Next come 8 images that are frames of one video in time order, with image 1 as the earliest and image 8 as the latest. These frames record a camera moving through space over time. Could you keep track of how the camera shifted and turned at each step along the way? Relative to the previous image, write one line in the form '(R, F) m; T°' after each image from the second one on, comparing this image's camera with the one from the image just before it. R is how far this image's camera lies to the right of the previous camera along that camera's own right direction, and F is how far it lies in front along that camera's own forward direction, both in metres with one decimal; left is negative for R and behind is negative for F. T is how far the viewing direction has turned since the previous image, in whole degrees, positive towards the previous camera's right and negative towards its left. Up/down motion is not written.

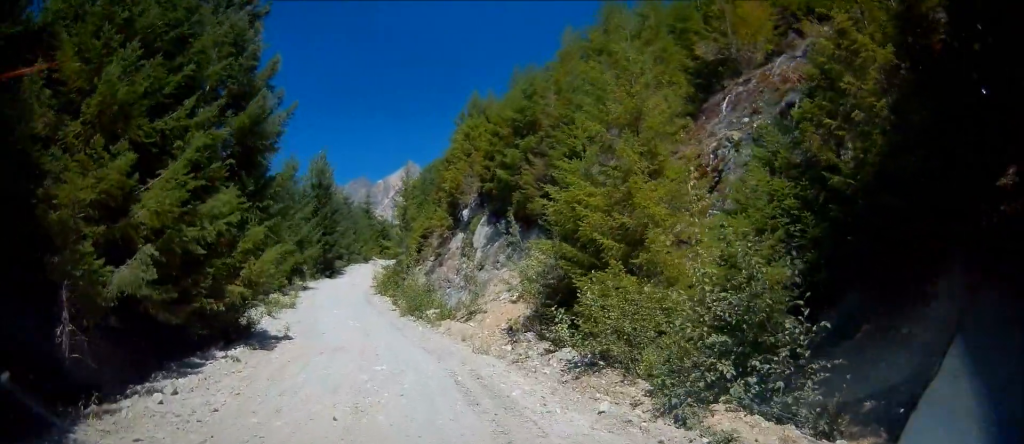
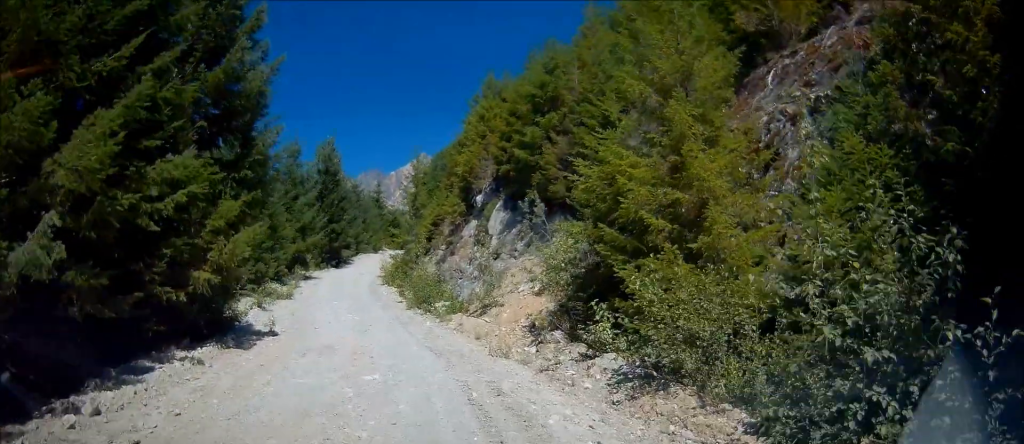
(+0.1, +2.6) m; +4°
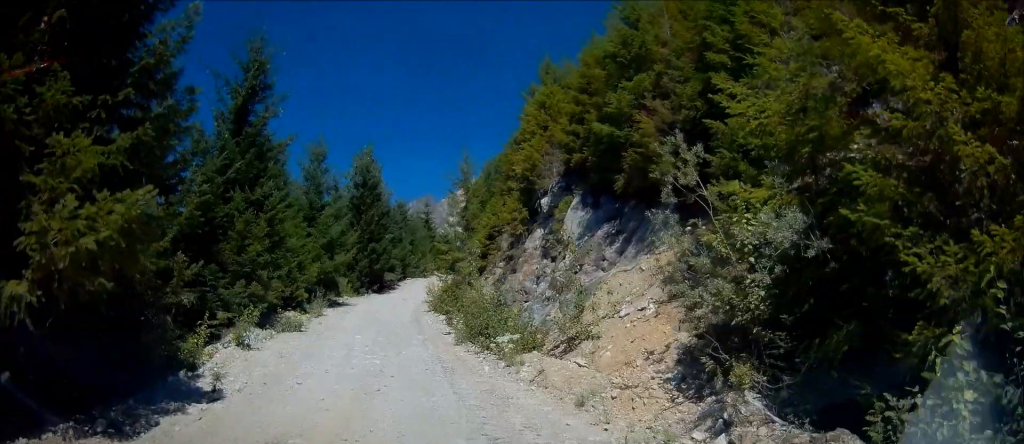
(+0.5, +7.1) m; -1°
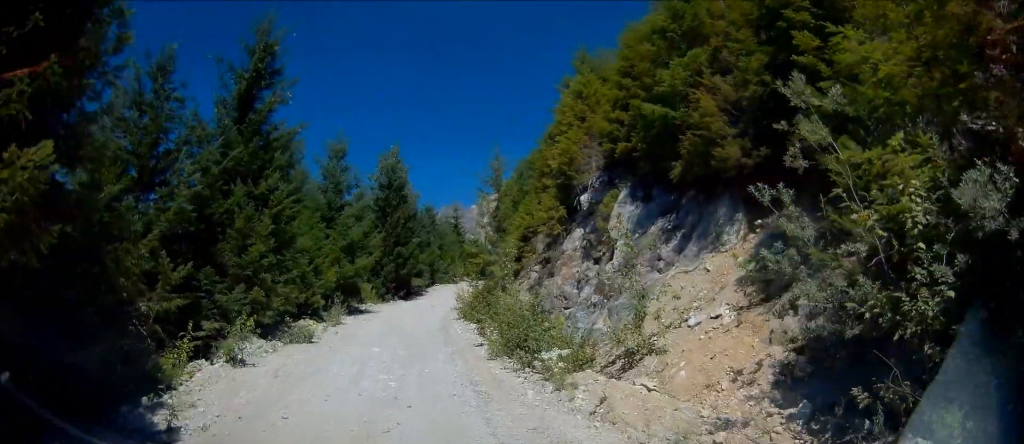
(-0.2, +2.6) m; -8°
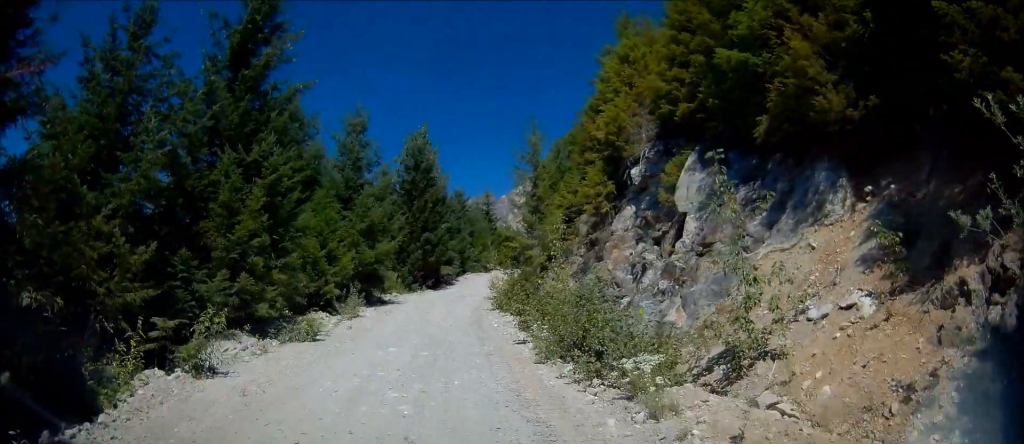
(-0.3, +3.4) m; -4°
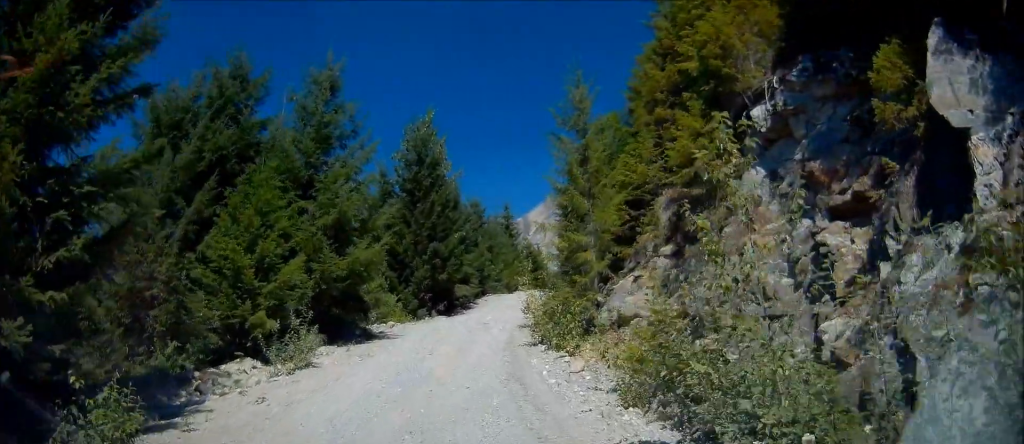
(-0.2, +10.1) m; -5°
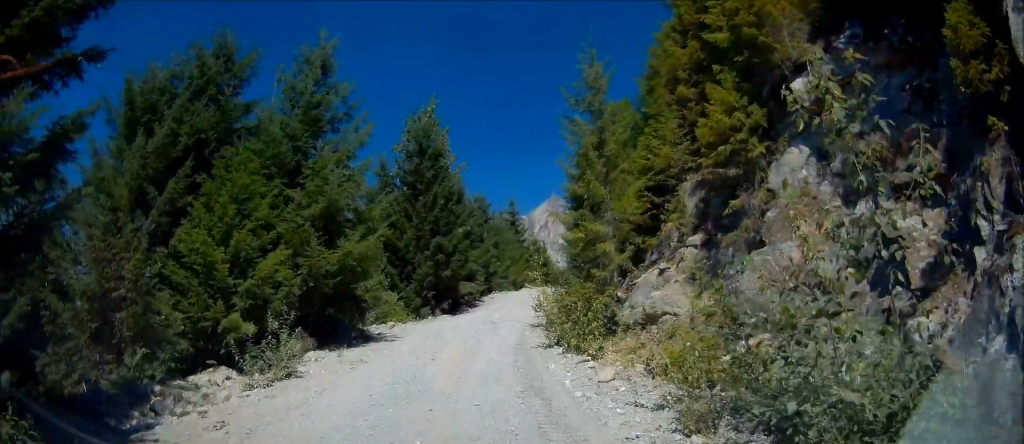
(-0.1, +2.1) m; -3°
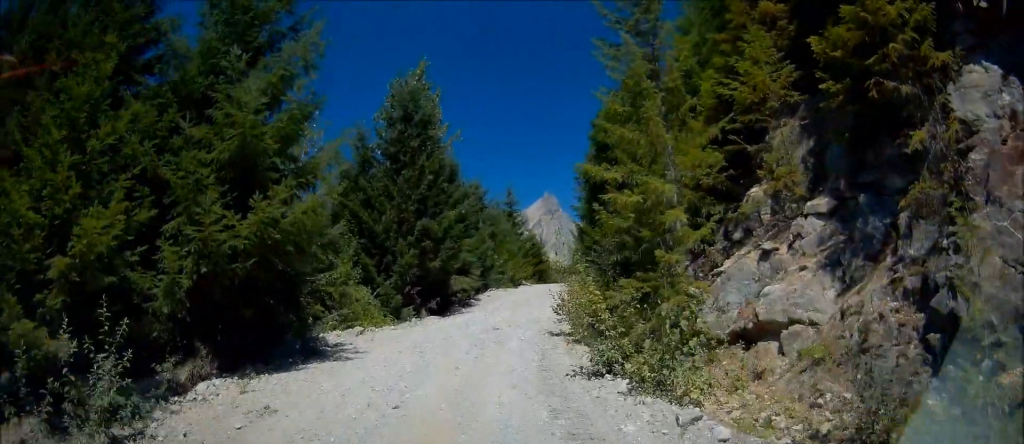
(0.0, +6.4) m; +3°
